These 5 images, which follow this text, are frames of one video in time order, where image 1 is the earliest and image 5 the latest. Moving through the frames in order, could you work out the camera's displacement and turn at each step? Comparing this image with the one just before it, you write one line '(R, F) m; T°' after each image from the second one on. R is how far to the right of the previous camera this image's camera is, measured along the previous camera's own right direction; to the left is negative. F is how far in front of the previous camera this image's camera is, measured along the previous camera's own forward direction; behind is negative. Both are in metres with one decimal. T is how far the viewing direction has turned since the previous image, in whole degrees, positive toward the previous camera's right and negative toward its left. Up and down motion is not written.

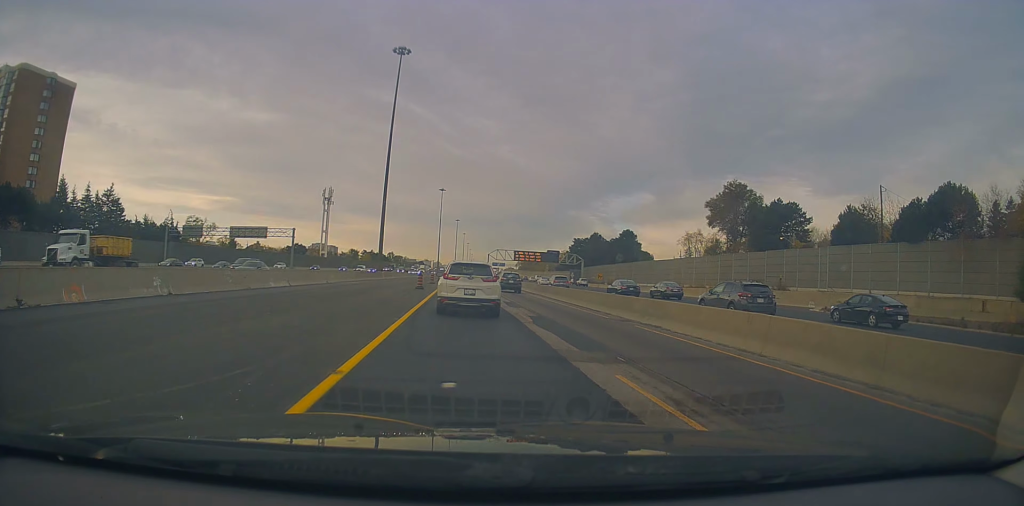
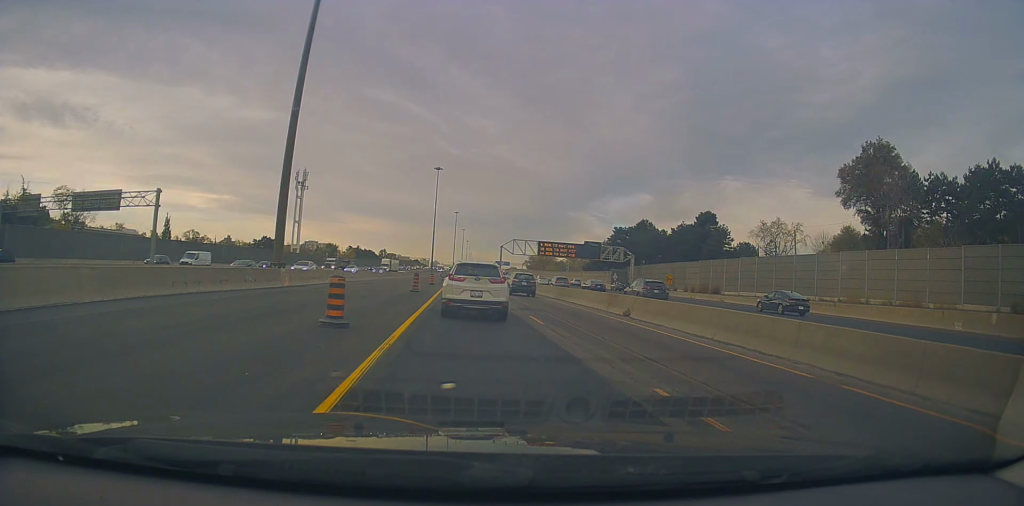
(-0.8, +49.0) m; -1°
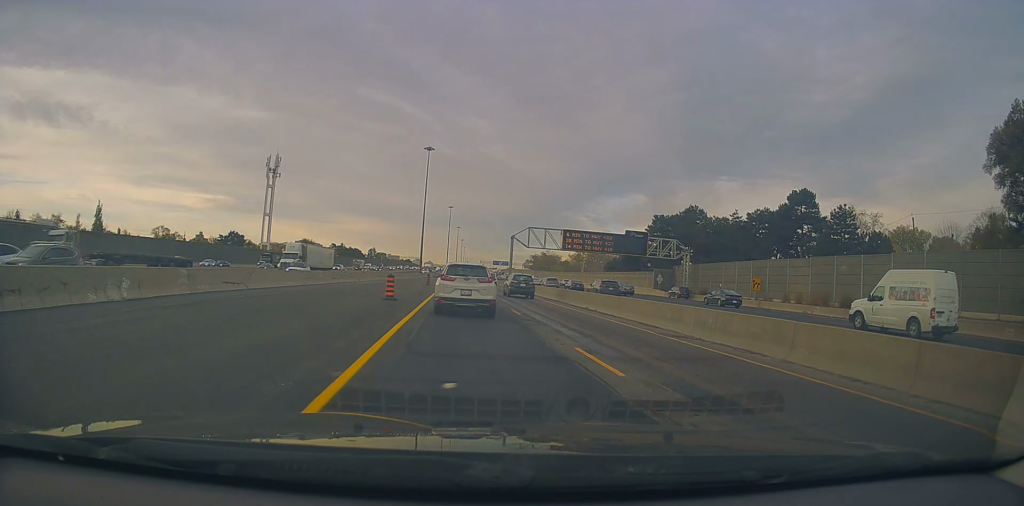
(+0.2, +32.1) m; +1°
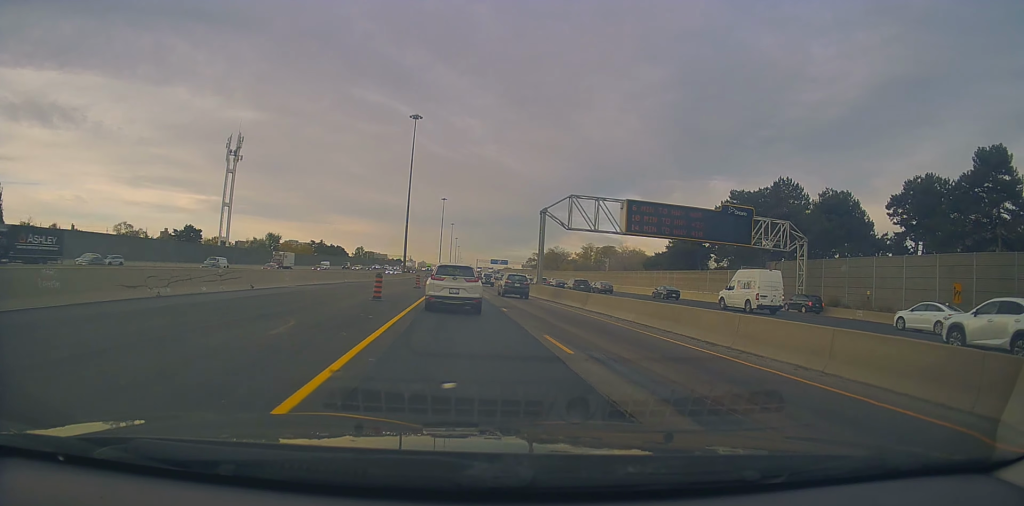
(+0.4, +32.7) m; +1°
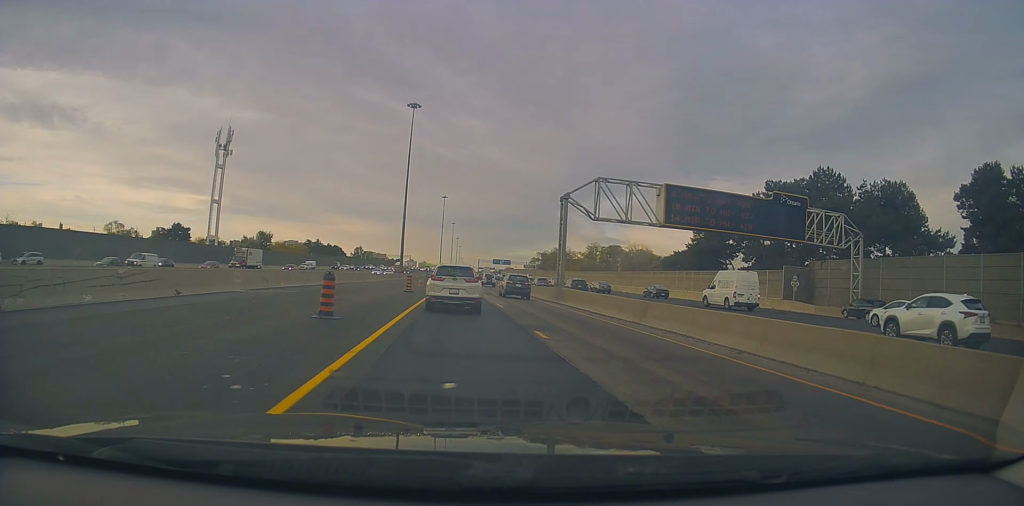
(-0.1, +8.8) m; 0°
